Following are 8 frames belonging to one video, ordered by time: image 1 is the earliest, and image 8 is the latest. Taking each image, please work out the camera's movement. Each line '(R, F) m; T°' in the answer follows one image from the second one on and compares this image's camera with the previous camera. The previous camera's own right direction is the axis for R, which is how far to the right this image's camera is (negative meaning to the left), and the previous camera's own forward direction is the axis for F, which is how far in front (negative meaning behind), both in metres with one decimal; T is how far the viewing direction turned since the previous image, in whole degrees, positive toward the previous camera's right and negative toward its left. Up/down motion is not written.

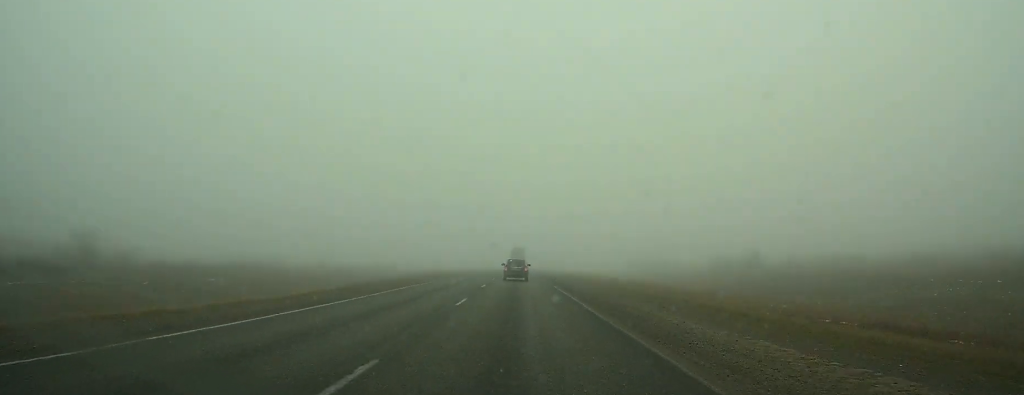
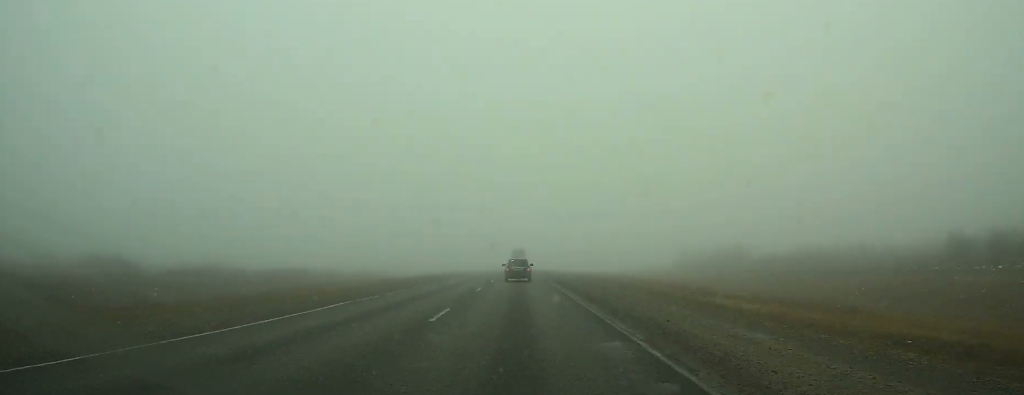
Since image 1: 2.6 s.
(0.0, +66.0) m; 0°
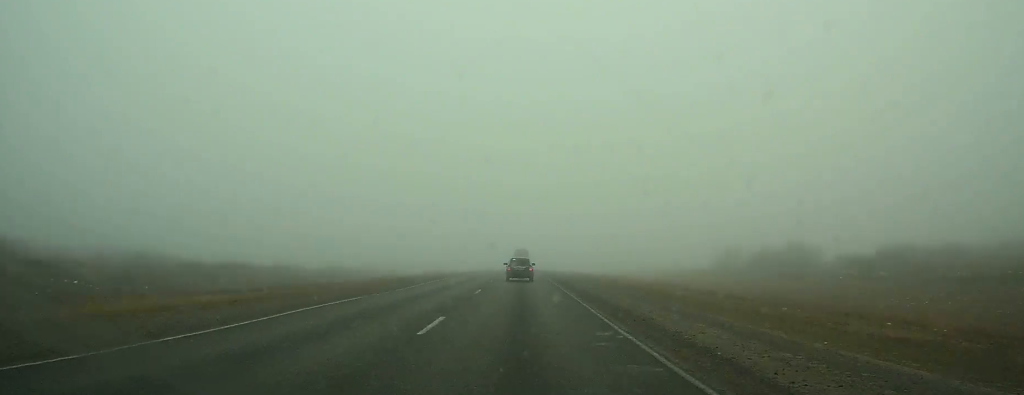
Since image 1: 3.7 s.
(0.0, +27.0) m; 0°
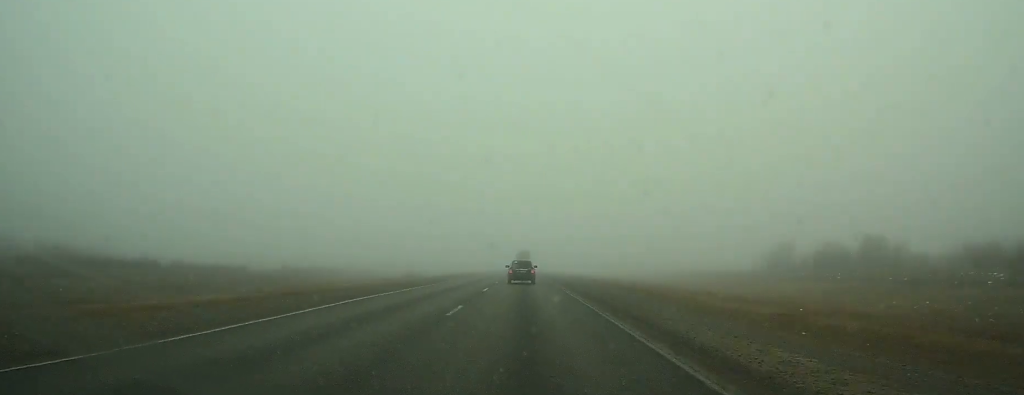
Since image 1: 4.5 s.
(0.0, +21.7) m; 0°
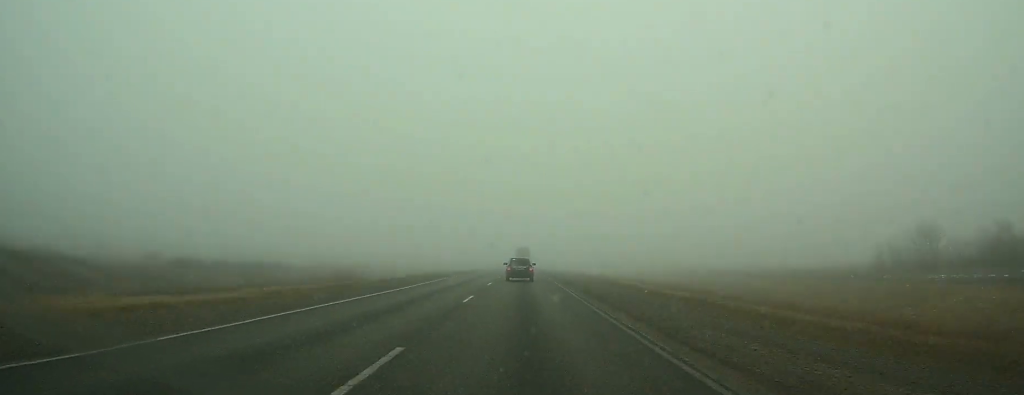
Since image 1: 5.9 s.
(0.0, +32.3) m; 0°
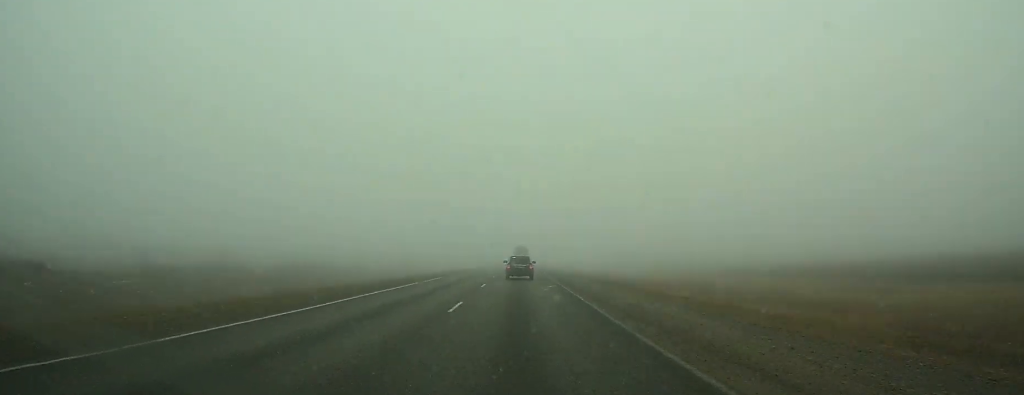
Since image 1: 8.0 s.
(0.0, +50.0) m; 0°
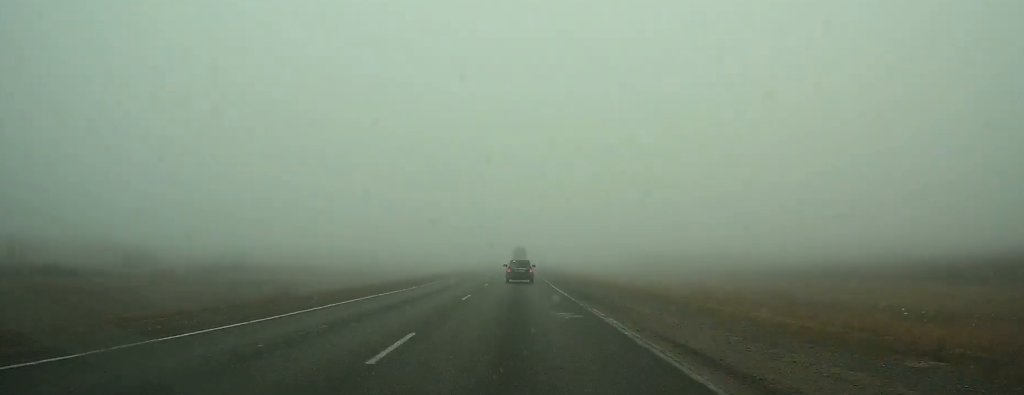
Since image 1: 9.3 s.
(0.0, +29.3) m; 0°
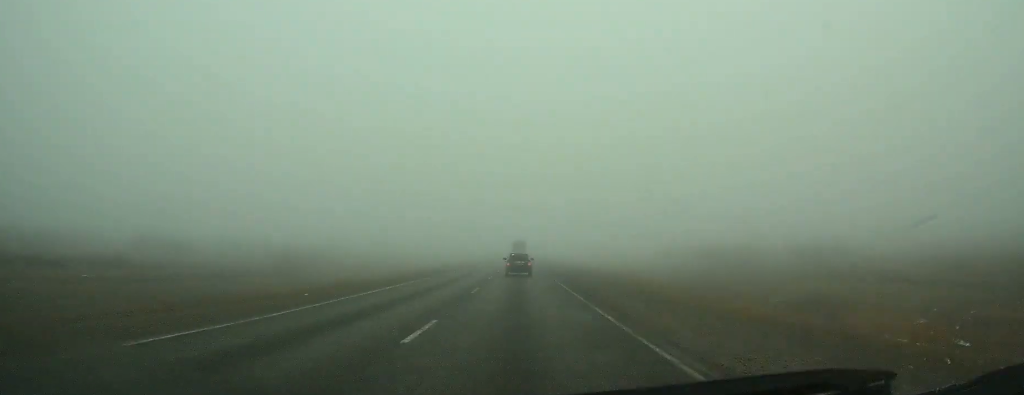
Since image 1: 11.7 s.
(0.0, +58.0) m; 0°
